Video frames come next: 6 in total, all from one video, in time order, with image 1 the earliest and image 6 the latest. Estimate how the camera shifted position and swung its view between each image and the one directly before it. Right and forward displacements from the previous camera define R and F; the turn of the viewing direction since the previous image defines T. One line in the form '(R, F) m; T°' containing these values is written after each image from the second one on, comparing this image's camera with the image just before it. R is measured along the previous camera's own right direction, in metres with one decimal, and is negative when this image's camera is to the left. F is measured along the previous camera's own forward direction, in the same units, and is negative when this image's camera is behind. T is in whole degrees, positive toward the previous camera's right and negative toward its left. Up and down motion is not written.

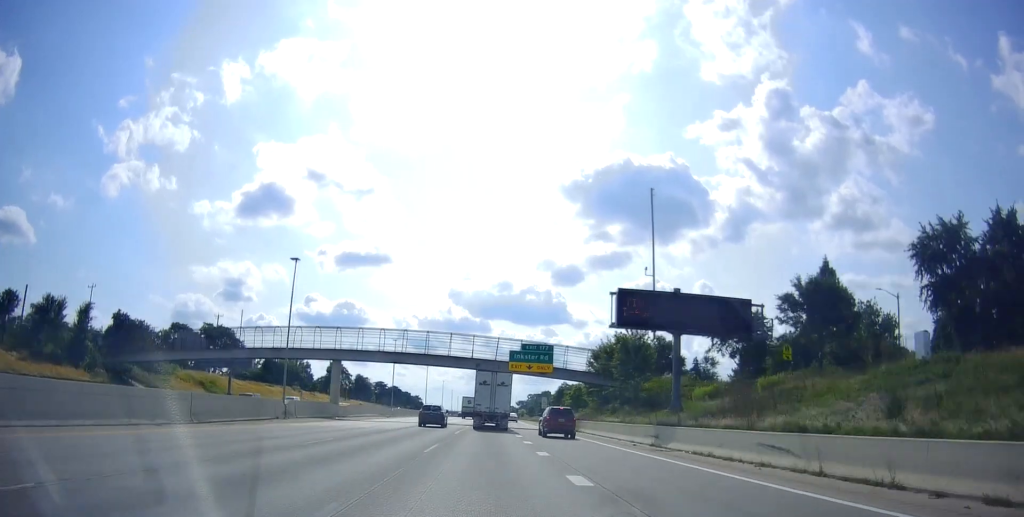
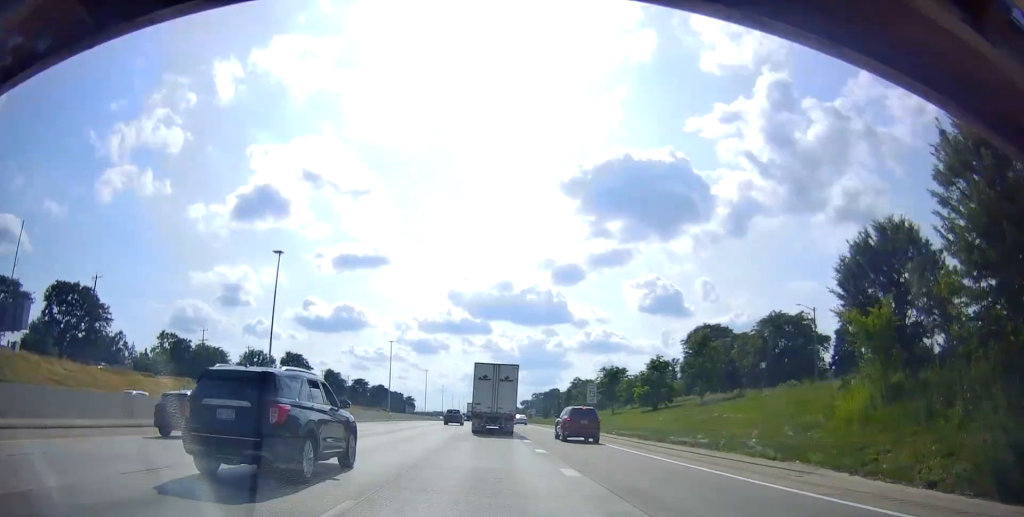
(0.0, +60.9) m; 0°
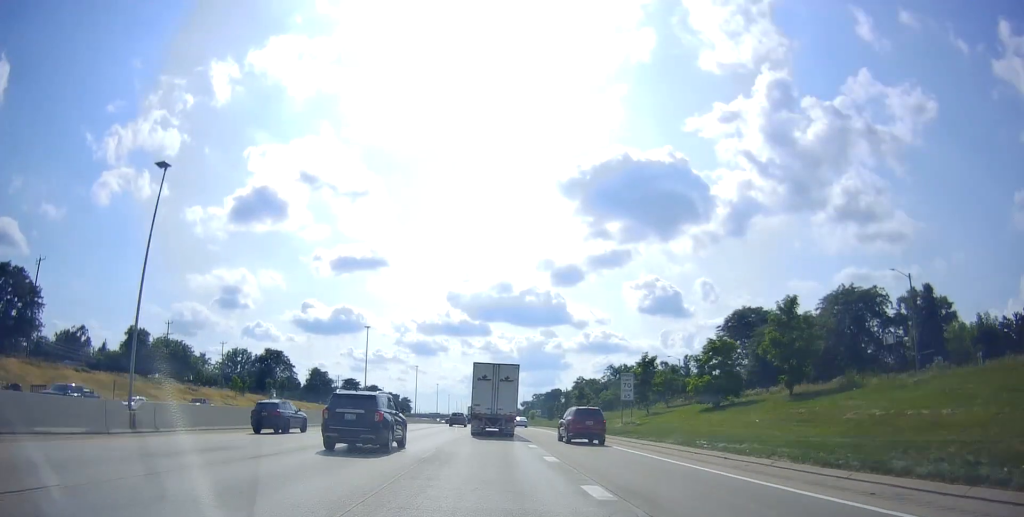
(-0.3, +19.1) m; -1°
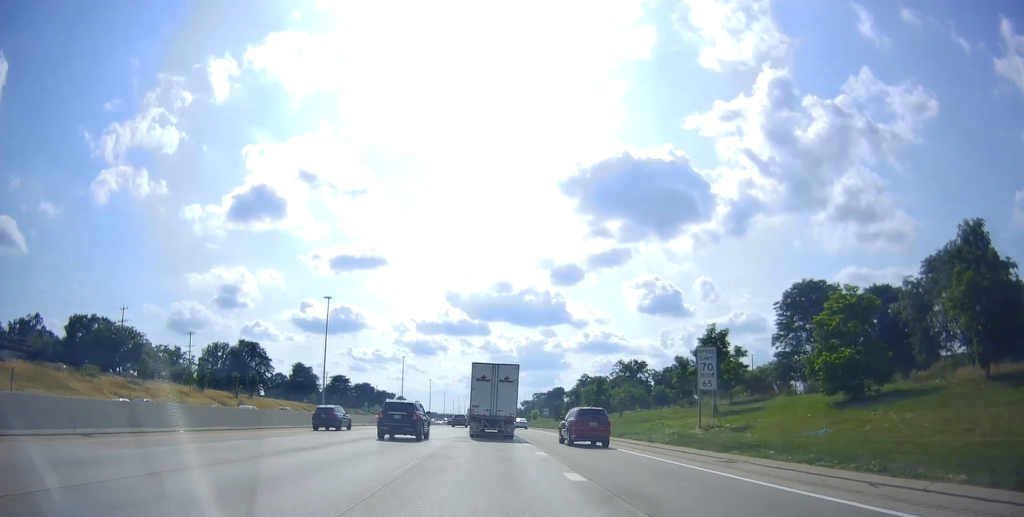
(-0.2, +20.3) m; 0°
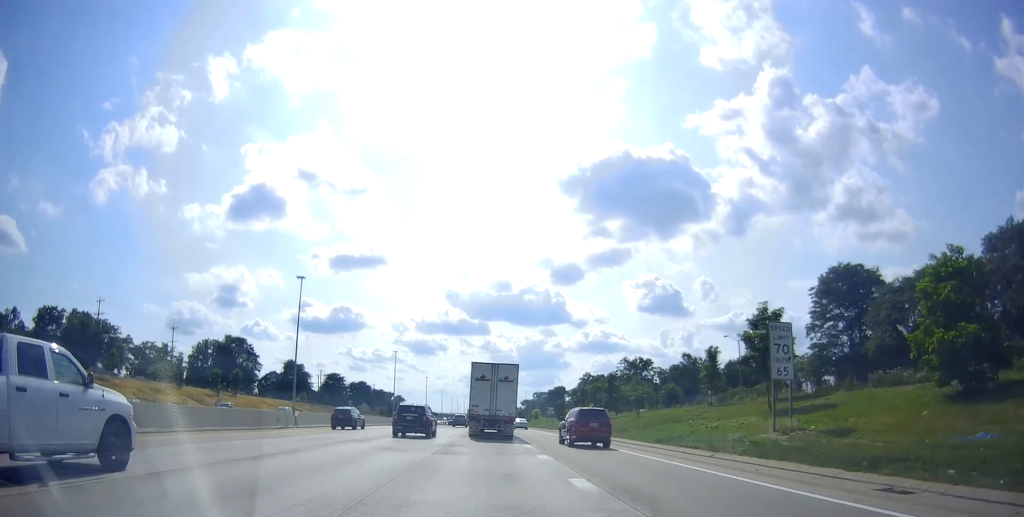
(-0.1, +9.2) m; 0°
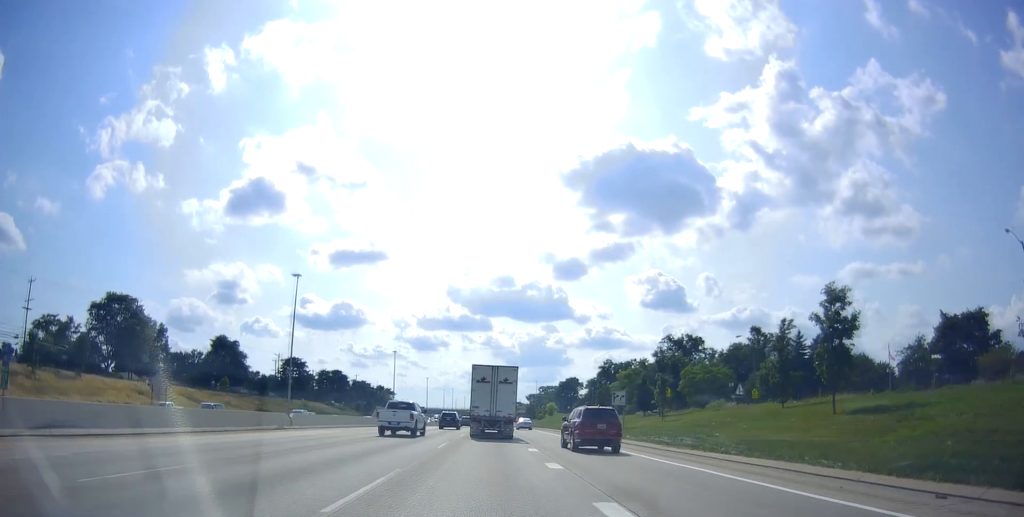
(+1.4, +56.2) m; +1°
